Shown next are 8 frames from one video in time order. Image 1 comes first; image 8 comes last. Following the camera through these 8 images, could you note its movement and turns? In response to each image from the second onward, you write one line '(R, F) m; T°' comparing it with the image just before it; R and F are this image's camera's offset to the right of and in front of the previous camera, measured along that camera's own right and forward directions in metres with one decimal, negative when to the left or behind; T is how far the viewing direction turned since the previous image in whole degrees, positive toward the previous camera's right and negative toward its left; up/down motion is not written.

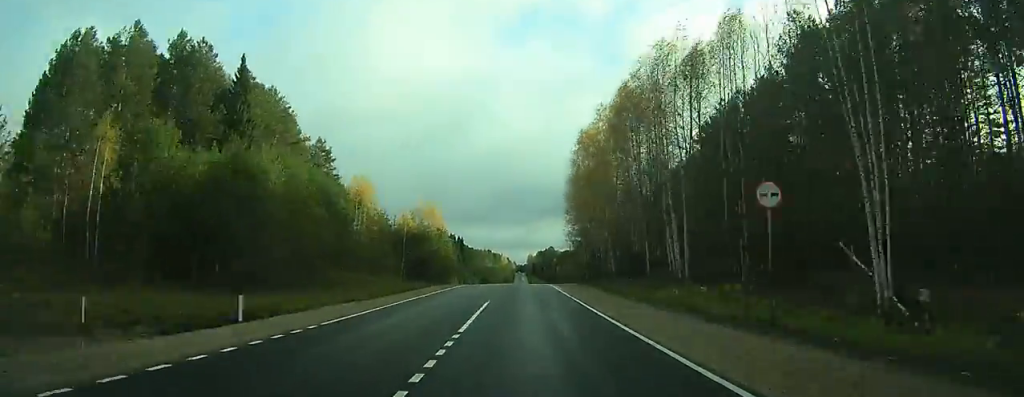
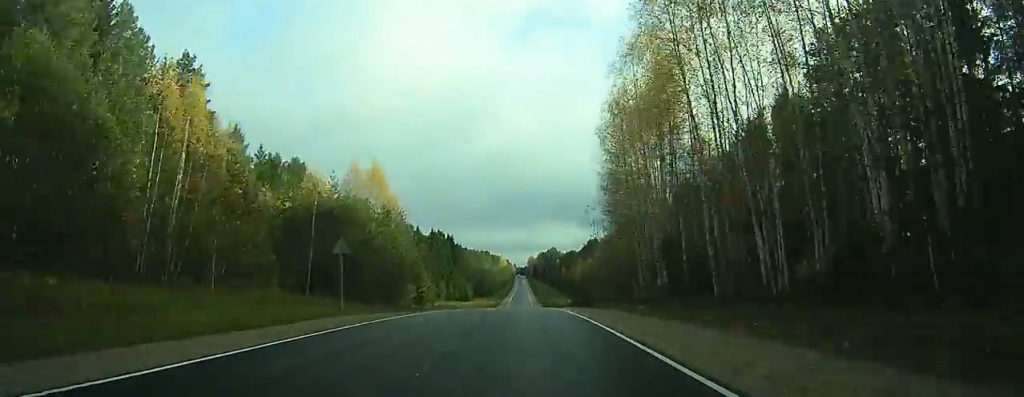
(0.0, +40.3) m; 0°
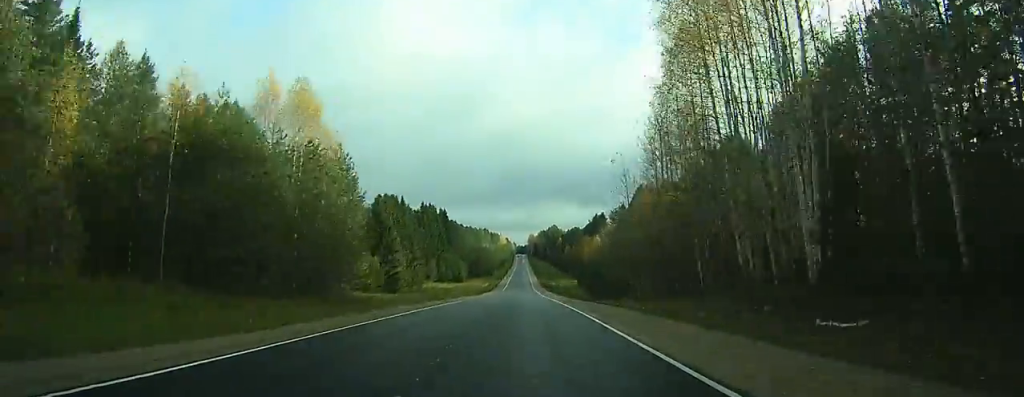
(0.0, +22.7) m; 0°
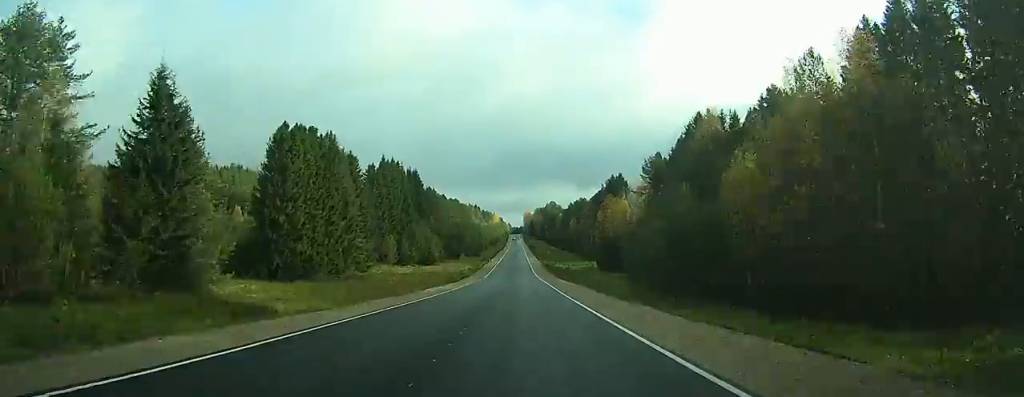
(-0.1, +53.8) m; 0°
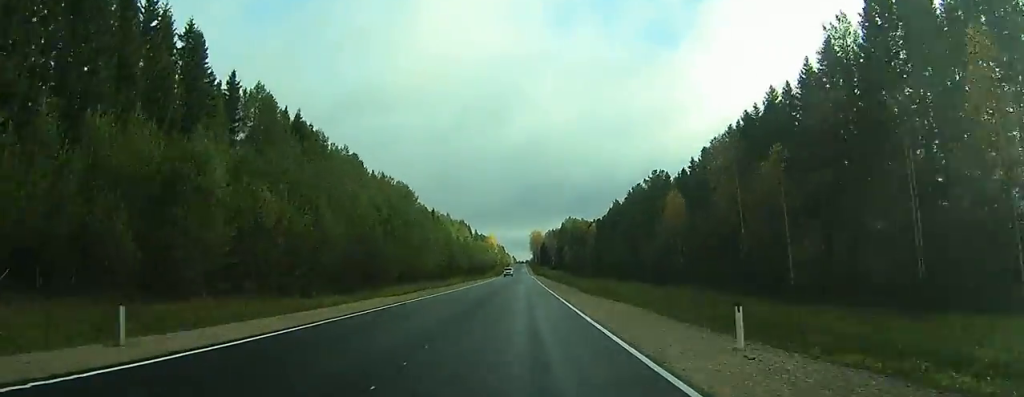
(+0.3, +141.4) m; 0°
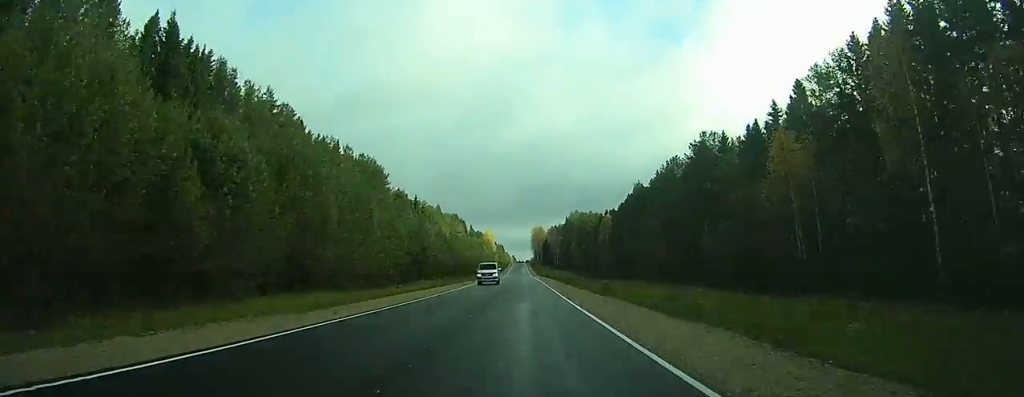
(0.0, +34.6) m; 0°
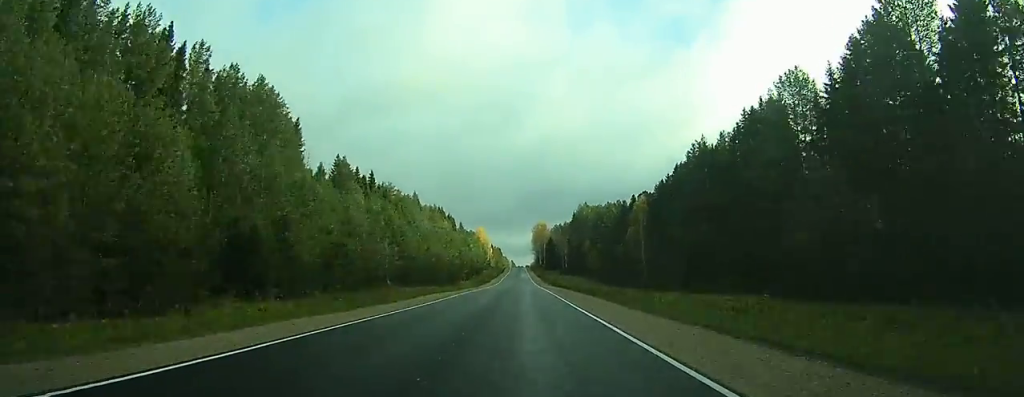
(+0.1, +52.5) m; 0°
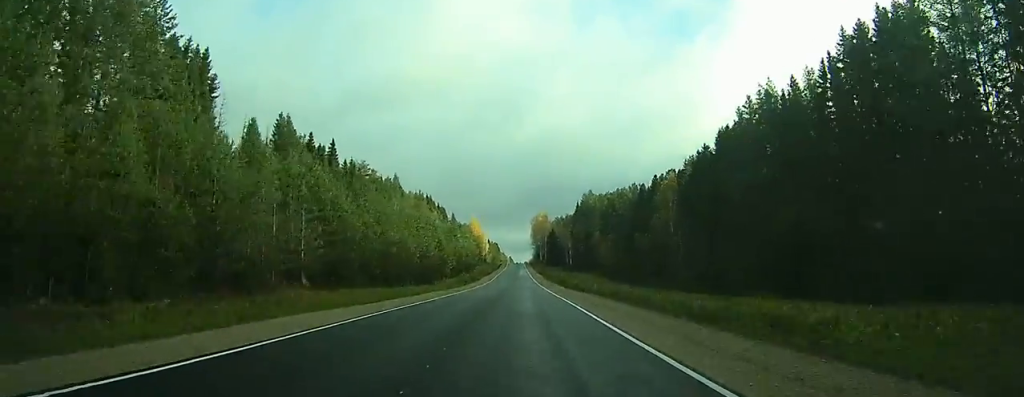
(0.0, +26.6) m; 0°
